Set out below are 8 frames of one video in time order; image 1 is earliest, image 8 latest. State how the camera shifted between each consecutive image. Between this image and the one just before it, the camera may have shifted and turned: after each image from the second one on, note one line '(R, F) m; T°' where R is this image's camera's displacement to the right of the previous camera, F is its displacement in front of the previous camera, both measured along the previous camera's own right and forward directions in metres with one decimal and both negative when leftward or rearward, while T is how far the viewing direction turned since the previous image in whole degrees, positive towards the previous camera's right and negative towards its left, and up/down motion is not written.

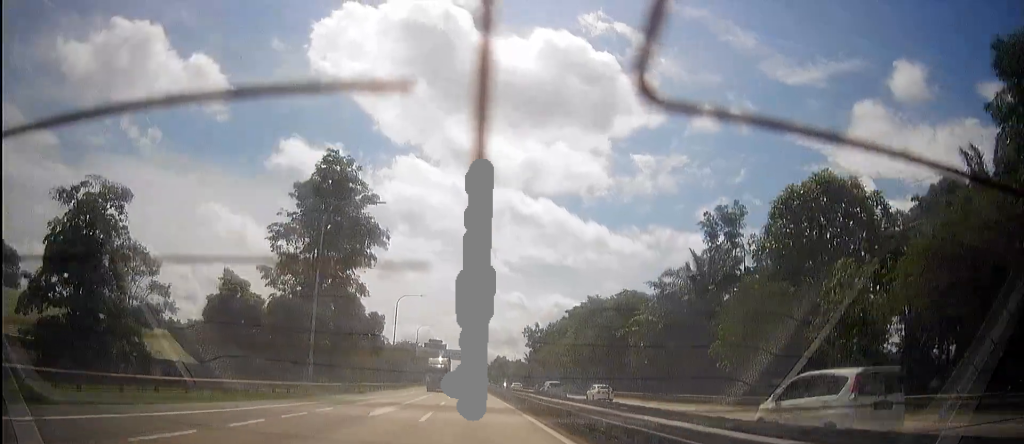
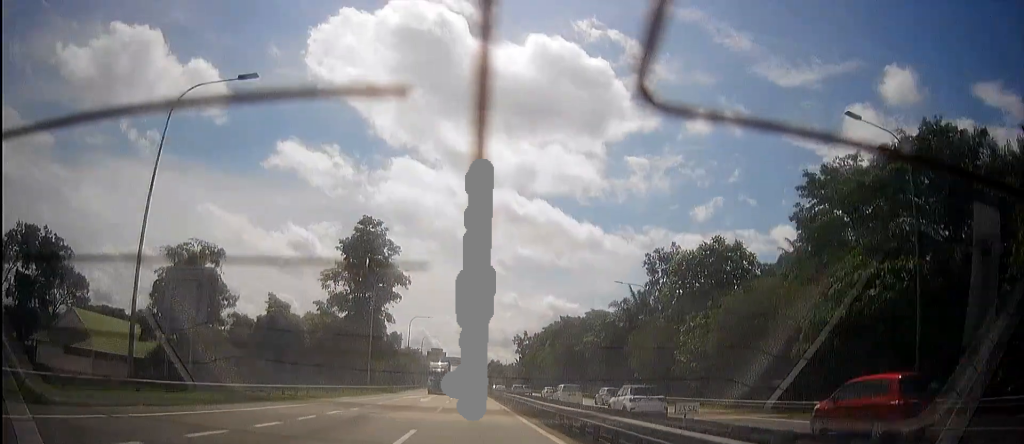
(-0.1, +21.4) m; 0°
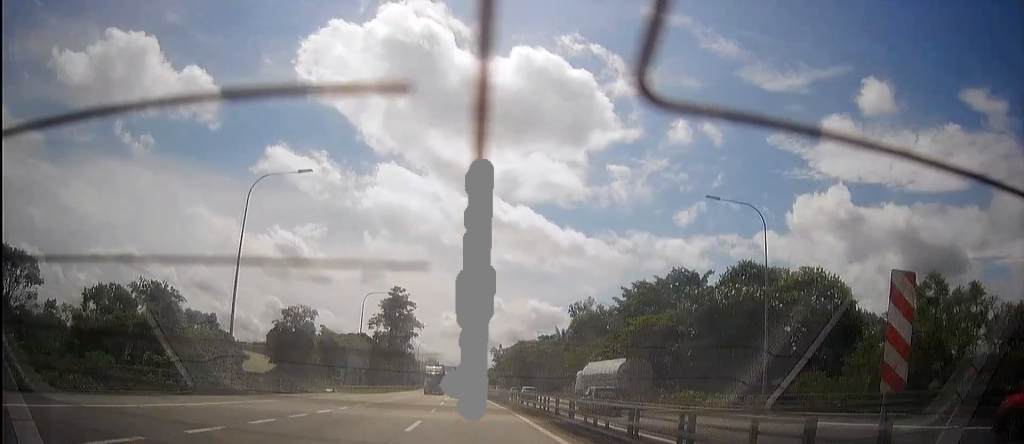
(-0.5, +51.0) m; -1°
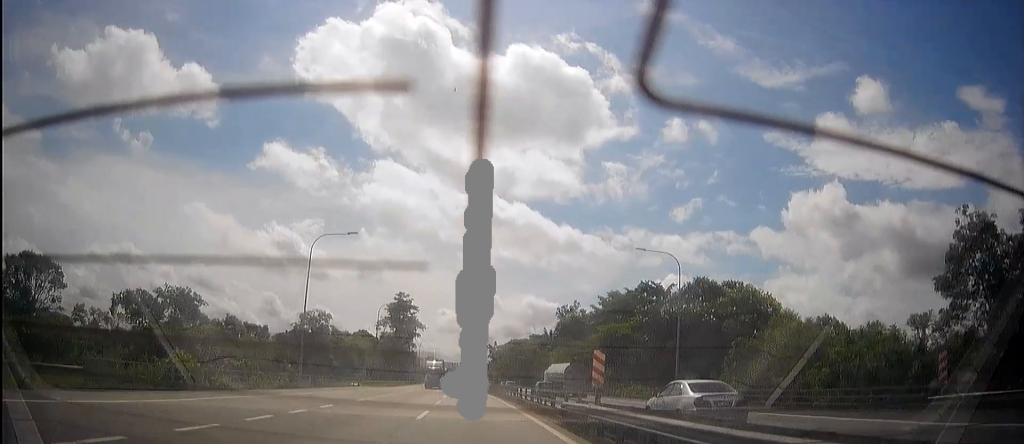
(-0.1, +13.1) m; 0°
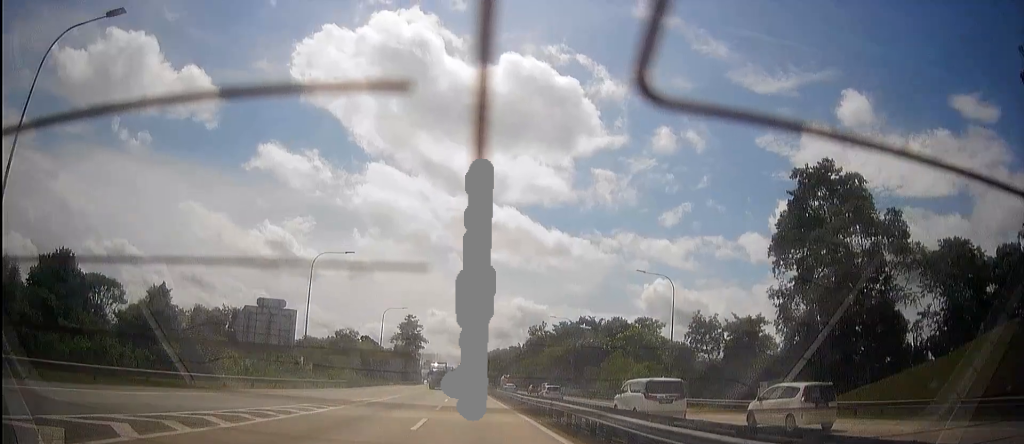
(-0.6, +43.9) m; -2°
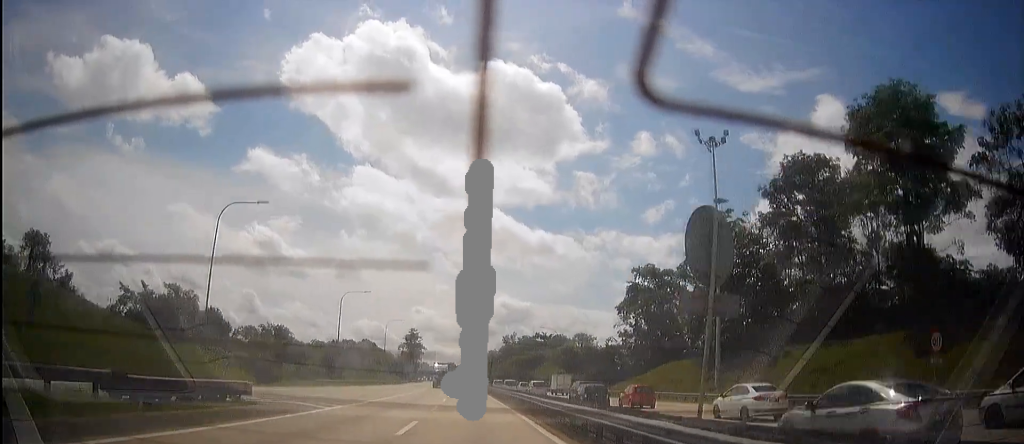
(-0.6, +58.0) m; -1°
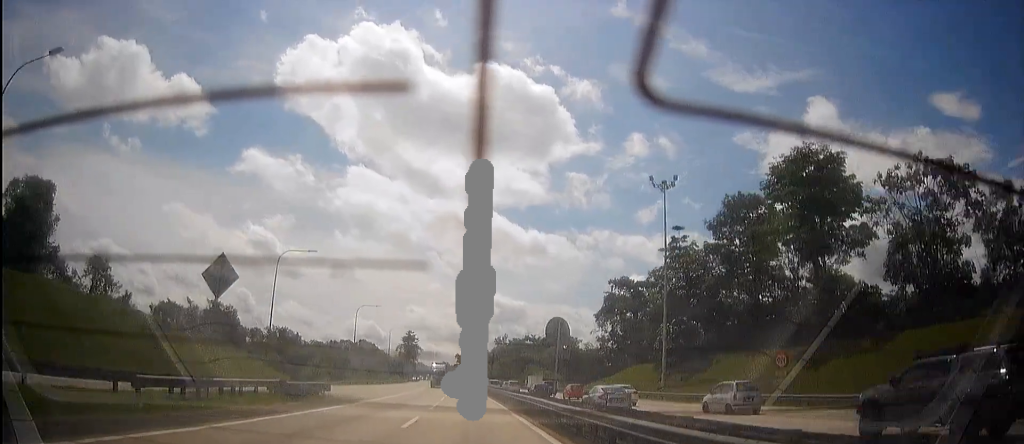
(0.0, +14.2) m; 0°
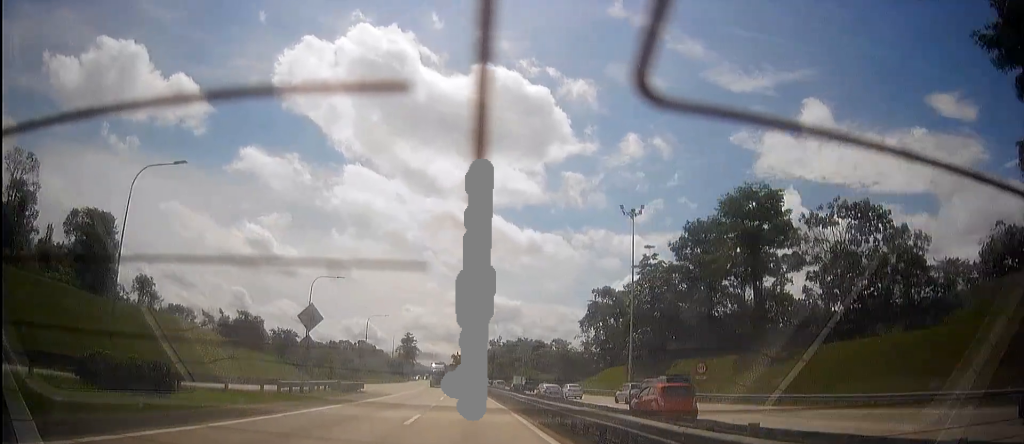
(+0.1, +14.2) m; 0°
